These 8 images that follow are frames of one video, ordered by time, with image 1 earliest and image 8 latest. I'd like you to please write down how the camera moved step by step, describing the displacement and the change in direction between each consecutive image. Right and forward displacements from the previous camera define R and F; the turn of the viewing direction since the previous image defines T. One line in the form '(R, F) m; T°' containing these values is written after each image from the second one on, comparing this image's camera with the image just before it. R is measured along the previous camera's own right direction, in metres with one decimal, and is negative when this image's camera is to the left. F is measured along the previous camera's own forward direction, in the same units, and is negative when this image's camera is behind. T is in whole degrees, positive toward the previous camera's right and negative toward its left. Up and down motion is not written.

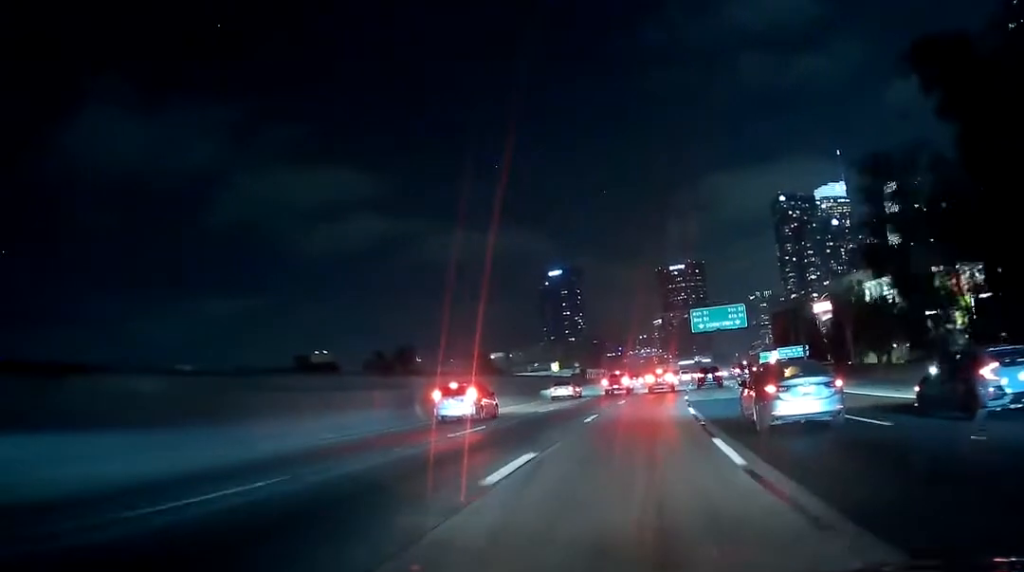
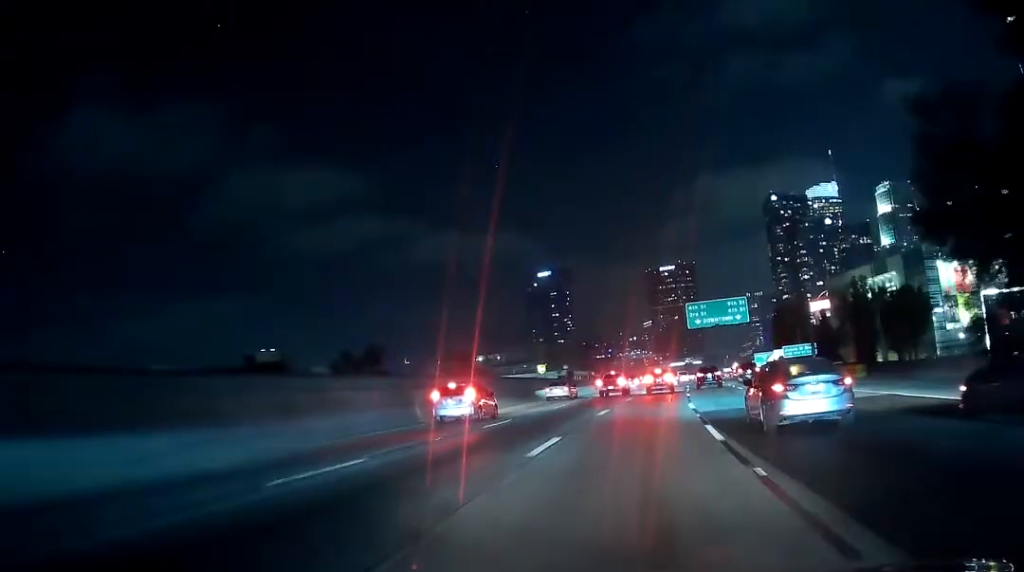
(0.0, +10.3) m; +1°
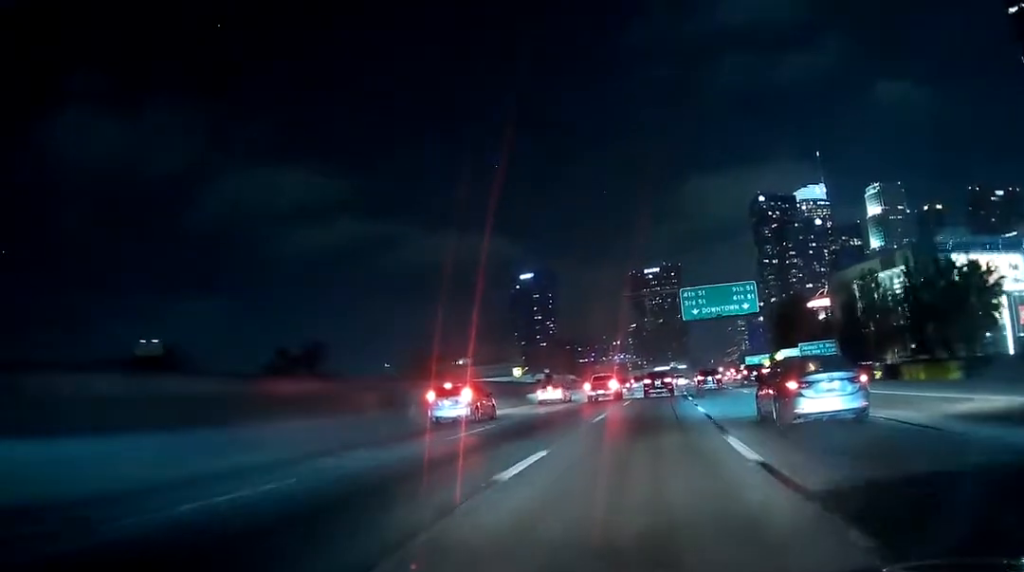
(+0.5, +18.0) m; +2°
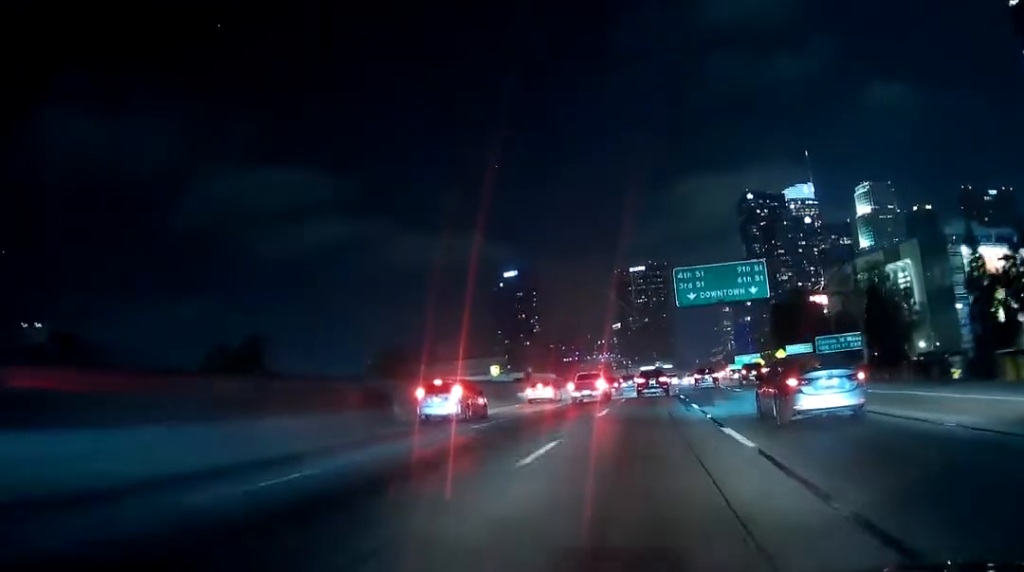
(-0.2, +13.3) m; +1°
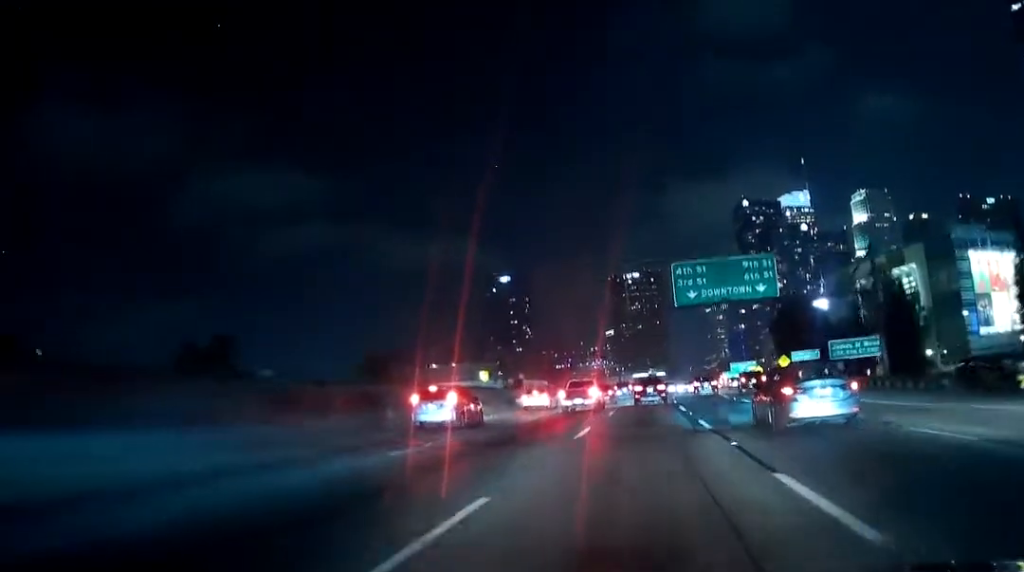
(+0.2, +6.6) m; +1°
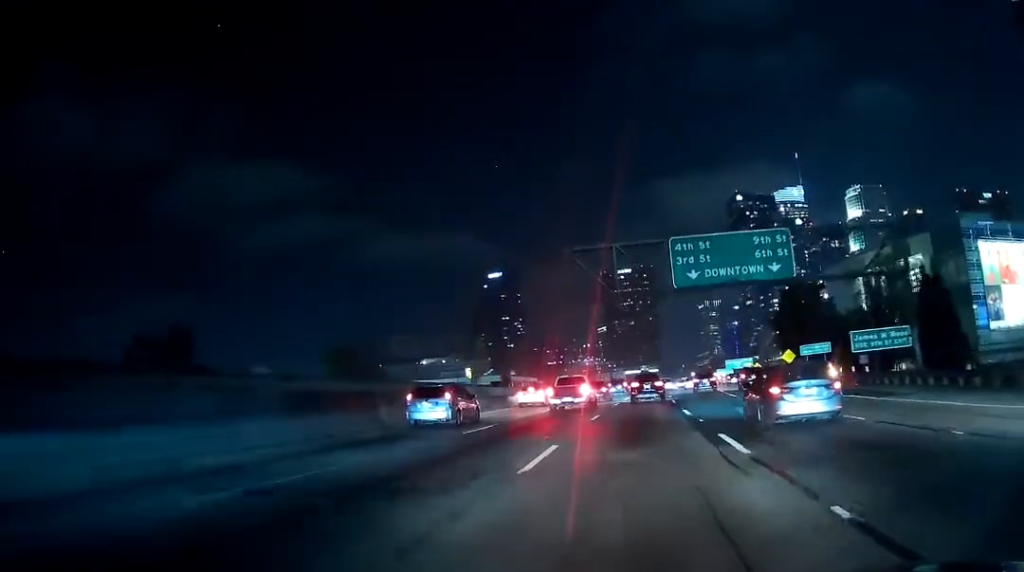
(+0.2, +7.7) m; +1°
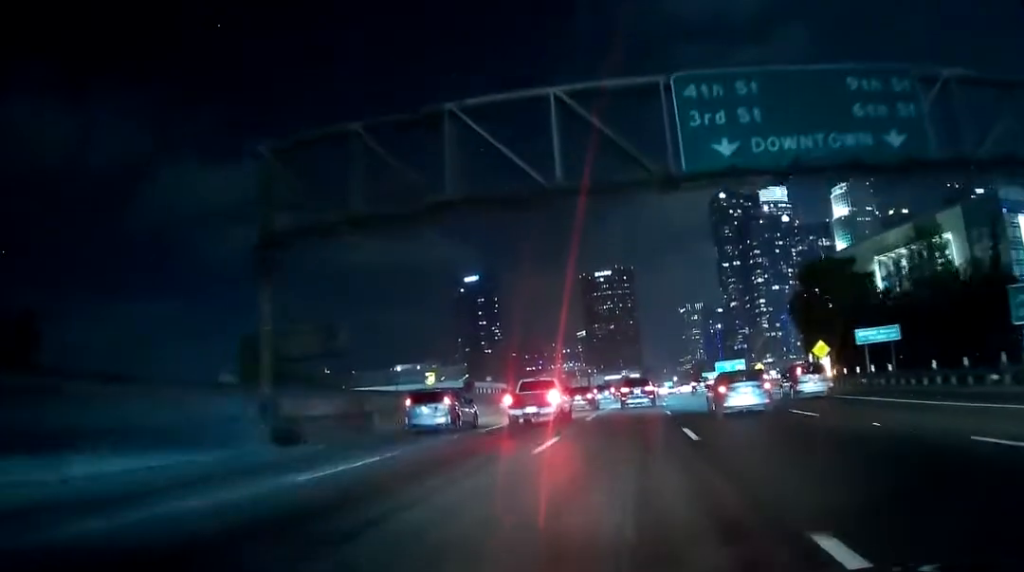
(+0.3, +24.8) m; +1°
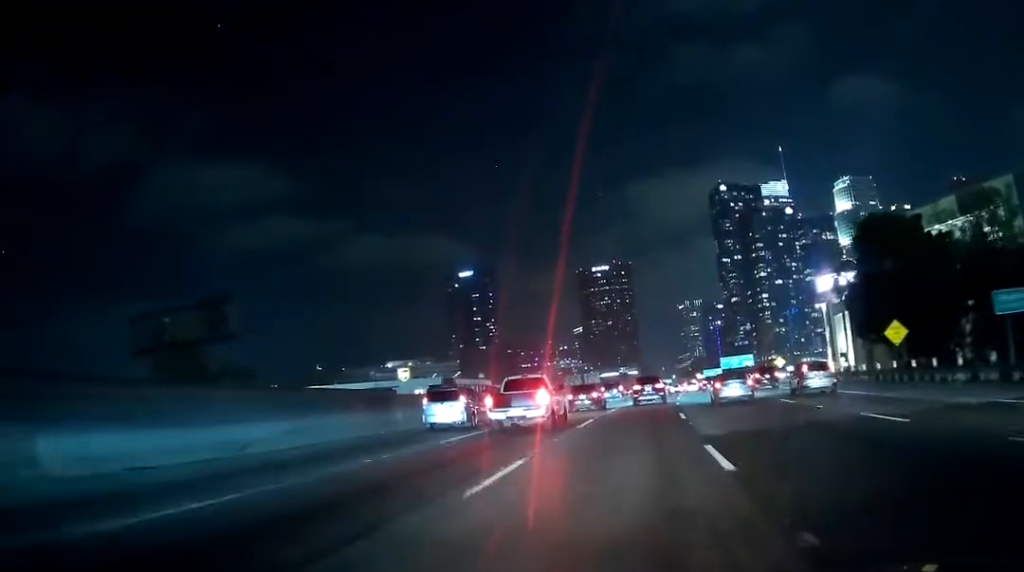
(-0.3, +20.0) m; -2°
